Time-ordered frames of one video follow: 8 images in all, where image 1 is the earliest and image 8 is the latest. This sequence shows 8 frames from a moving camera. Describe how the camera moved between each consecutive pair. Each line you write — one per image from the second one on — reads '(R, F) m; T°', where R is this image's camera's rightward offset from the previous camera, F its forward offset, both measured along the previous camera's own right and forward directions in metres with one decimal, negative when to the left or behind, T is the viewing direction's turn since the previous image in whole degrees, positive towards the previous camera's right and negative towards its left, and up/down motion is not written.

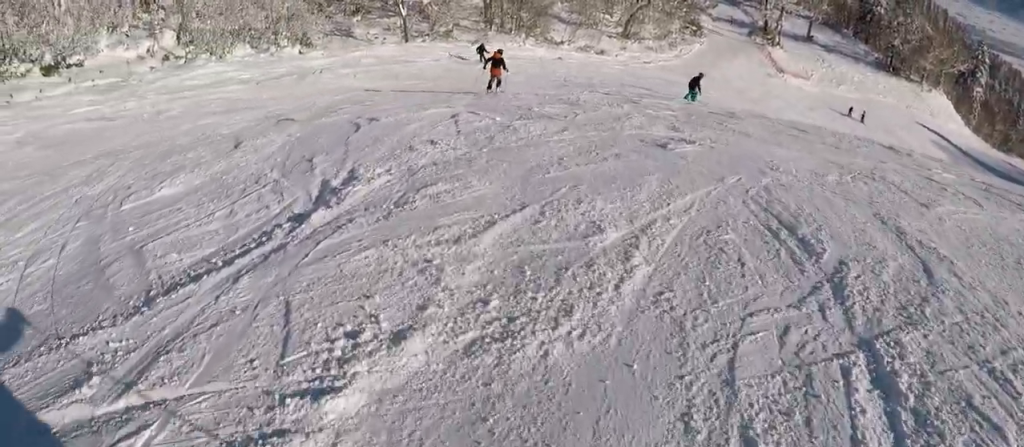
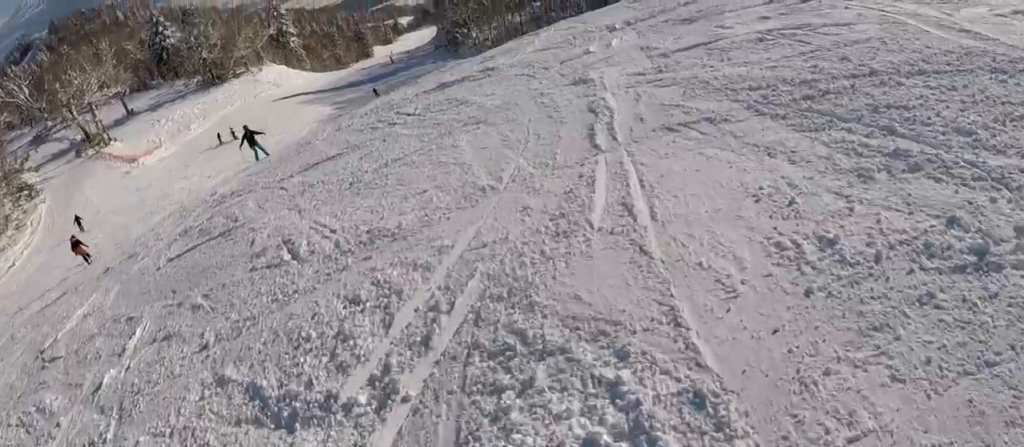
(+1.9, +7.0) m; +29°
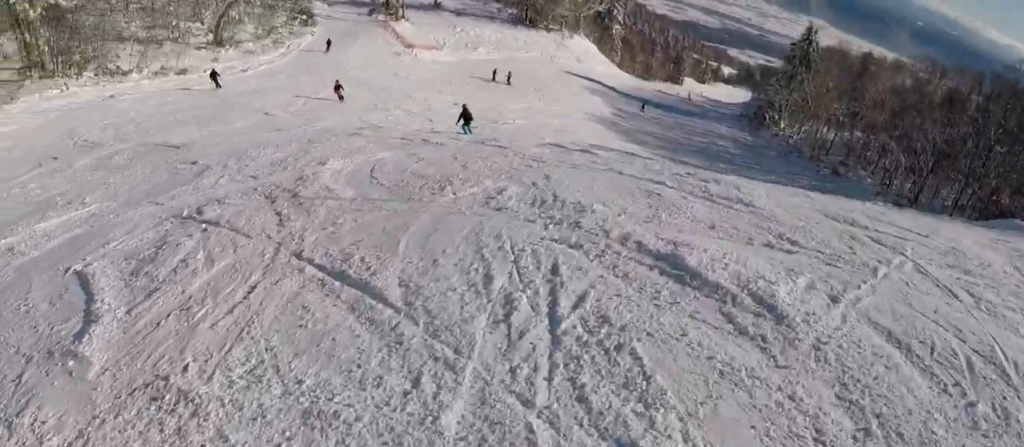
(-0.1, +5.4) m; -30°
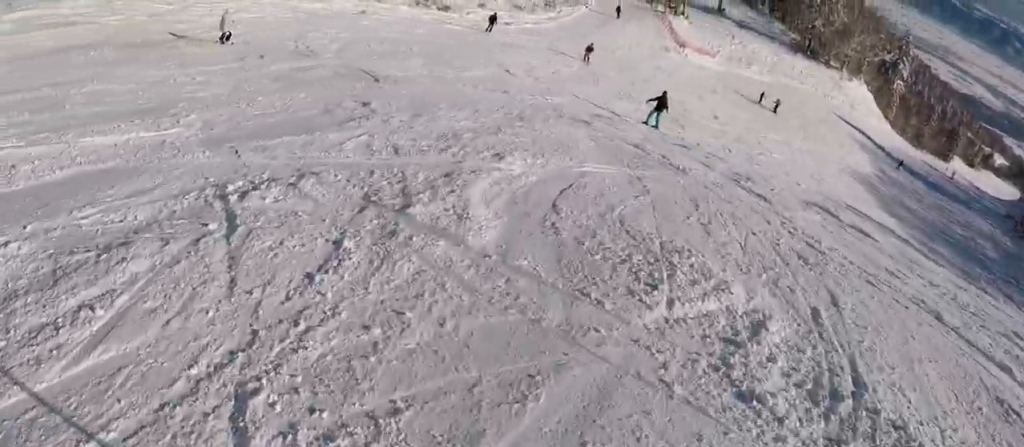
(-1.0, +2.8) m; -15°
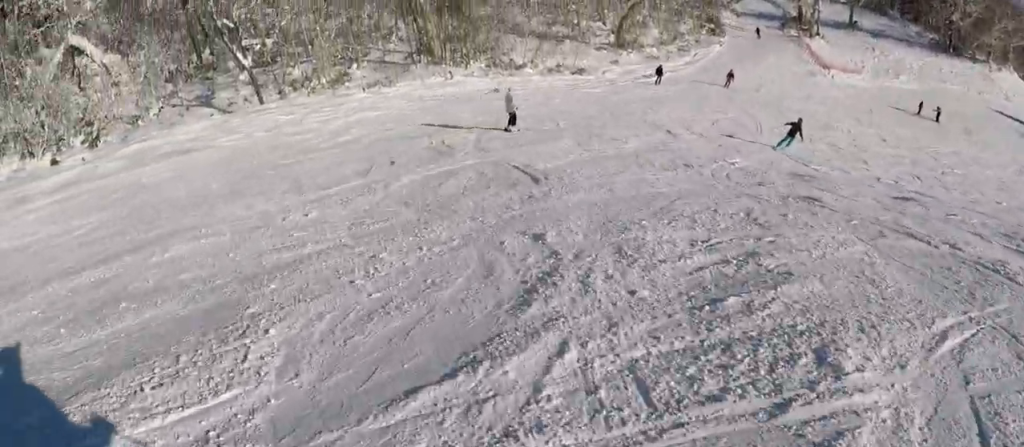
(-0.8, +3.4) m; -1°
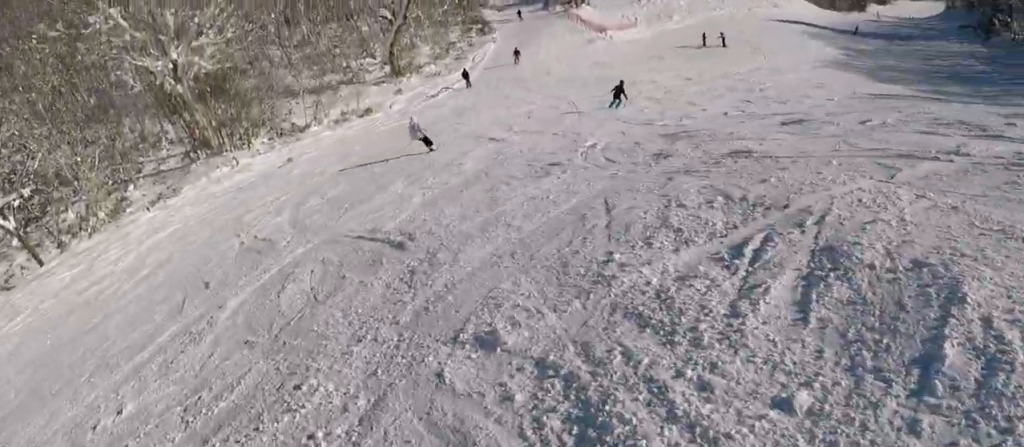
(+0.4, +2.6) m; +17°
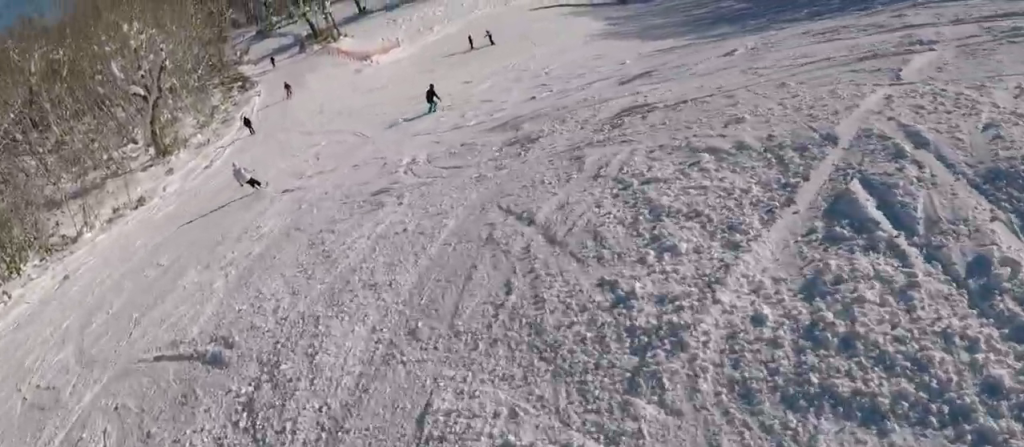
(+0.2, +2.1) m; +11°
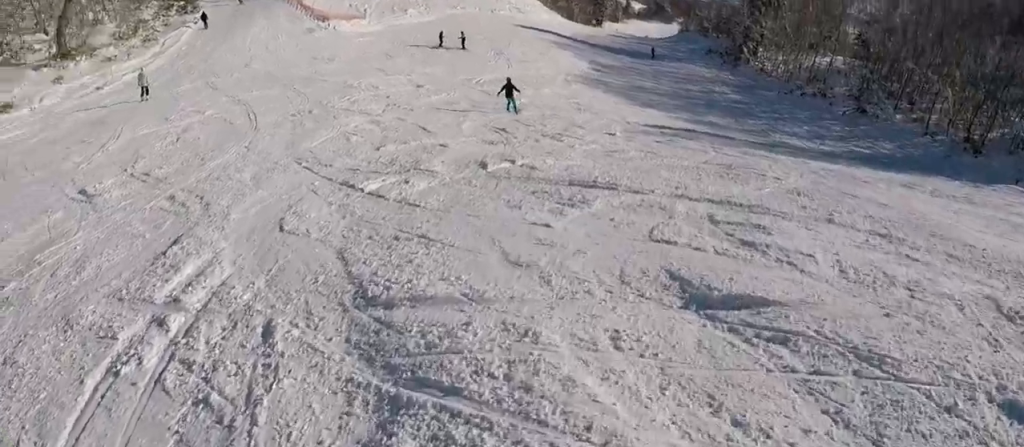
(+1.9, +6.8) m; +10°
